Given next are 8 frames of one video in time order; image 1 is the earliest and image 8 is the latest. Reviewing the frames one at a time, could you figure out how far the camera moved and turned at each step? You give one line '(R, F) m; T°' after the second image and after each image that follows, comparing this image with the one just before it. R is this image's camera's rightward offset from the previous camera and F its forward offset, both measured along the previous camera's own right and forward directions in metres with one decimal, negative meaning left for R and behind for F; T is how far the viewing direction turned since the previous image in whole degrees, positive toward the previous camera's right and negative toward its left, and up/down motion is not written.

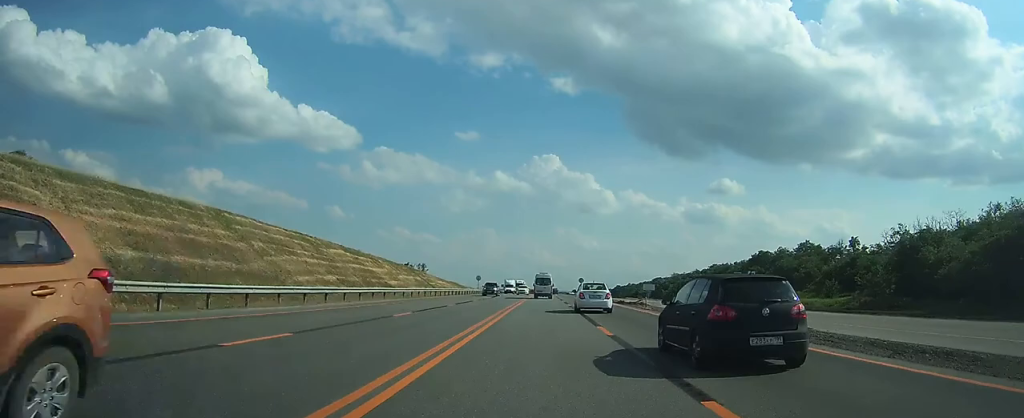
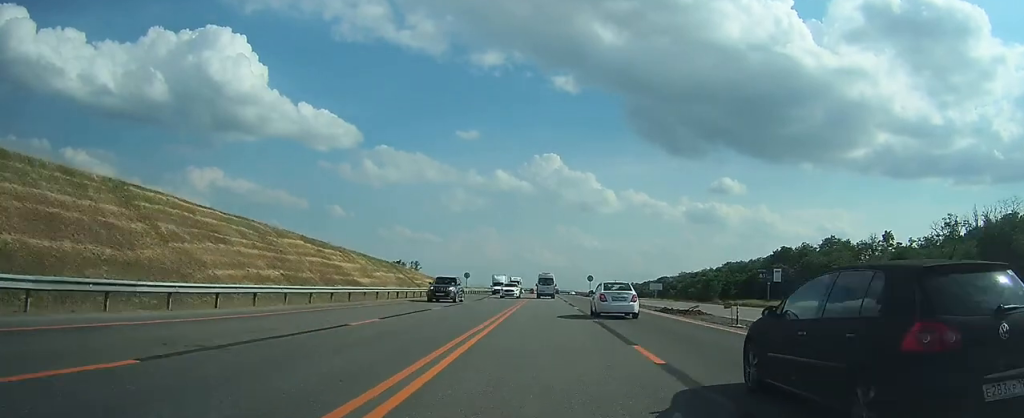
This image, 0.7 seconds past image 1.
(+0.1, +18.1) m; 0°
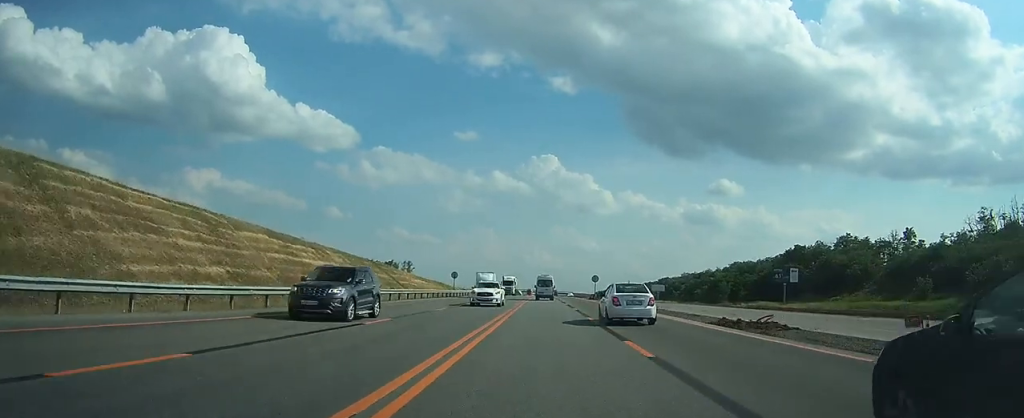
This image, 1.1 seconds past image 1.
(0.0, +11.2) m; 0°
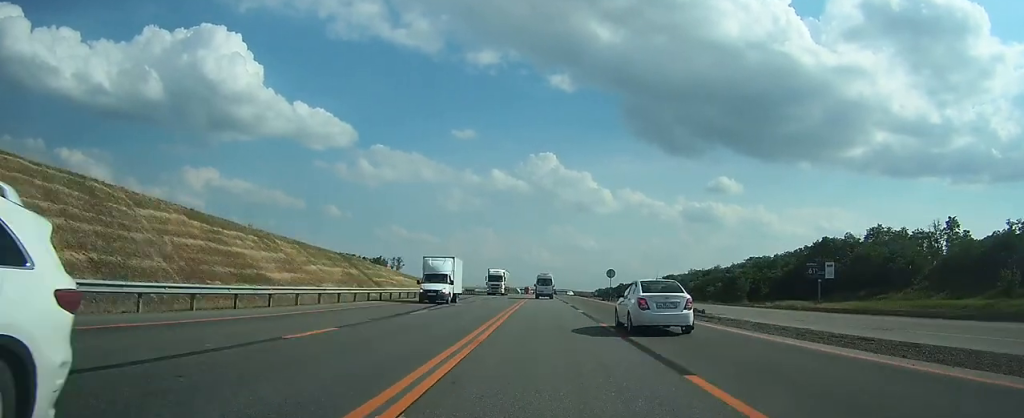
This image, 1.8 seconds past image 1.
(0.0, +18.0) m; 0°
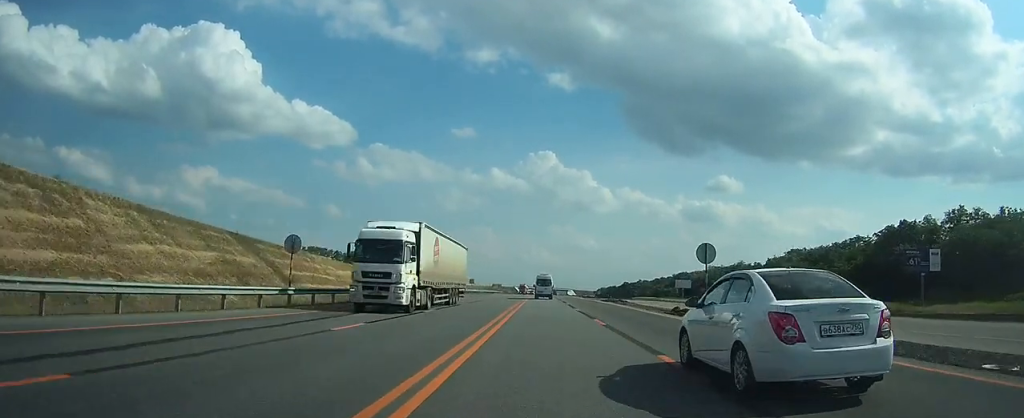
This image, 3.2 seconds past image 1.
(+0.1, +34.1) m; 0°
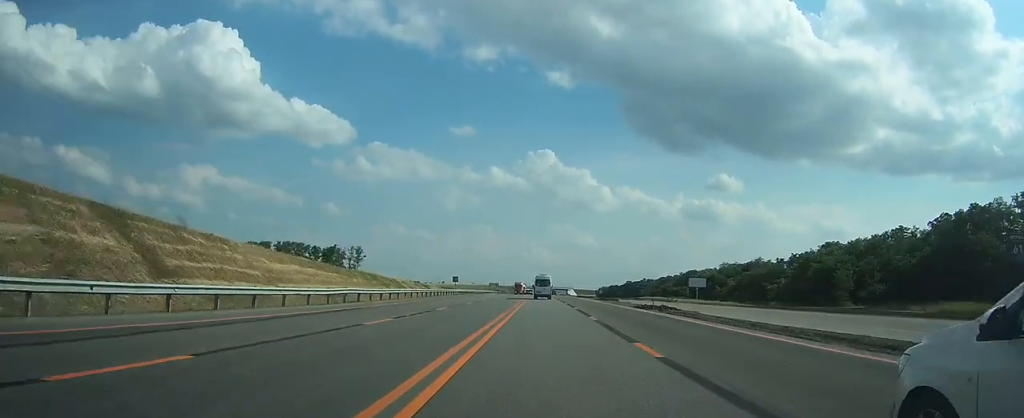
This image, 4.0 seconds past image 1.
(0.0, +21.3) m; 0°
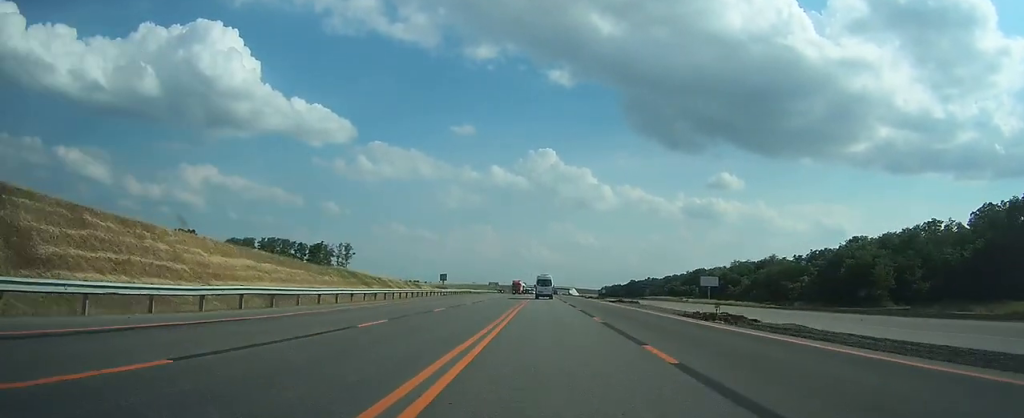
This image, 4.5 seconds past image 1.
(0.0, +12.9) m; 0°
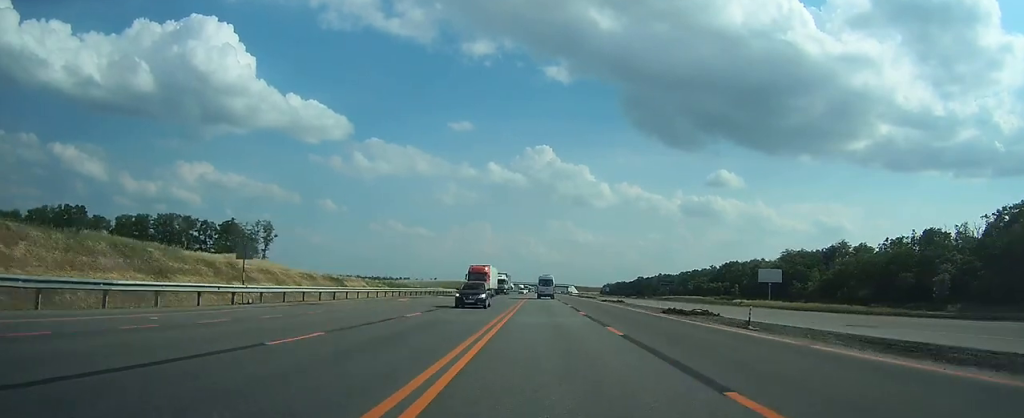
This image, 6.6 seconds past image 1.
(+0.1, +53.6) m; 0°
